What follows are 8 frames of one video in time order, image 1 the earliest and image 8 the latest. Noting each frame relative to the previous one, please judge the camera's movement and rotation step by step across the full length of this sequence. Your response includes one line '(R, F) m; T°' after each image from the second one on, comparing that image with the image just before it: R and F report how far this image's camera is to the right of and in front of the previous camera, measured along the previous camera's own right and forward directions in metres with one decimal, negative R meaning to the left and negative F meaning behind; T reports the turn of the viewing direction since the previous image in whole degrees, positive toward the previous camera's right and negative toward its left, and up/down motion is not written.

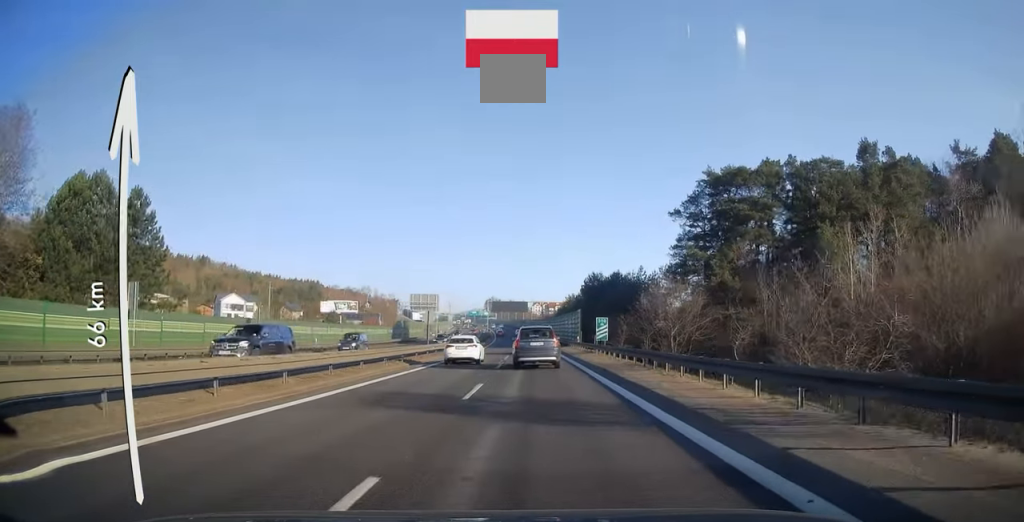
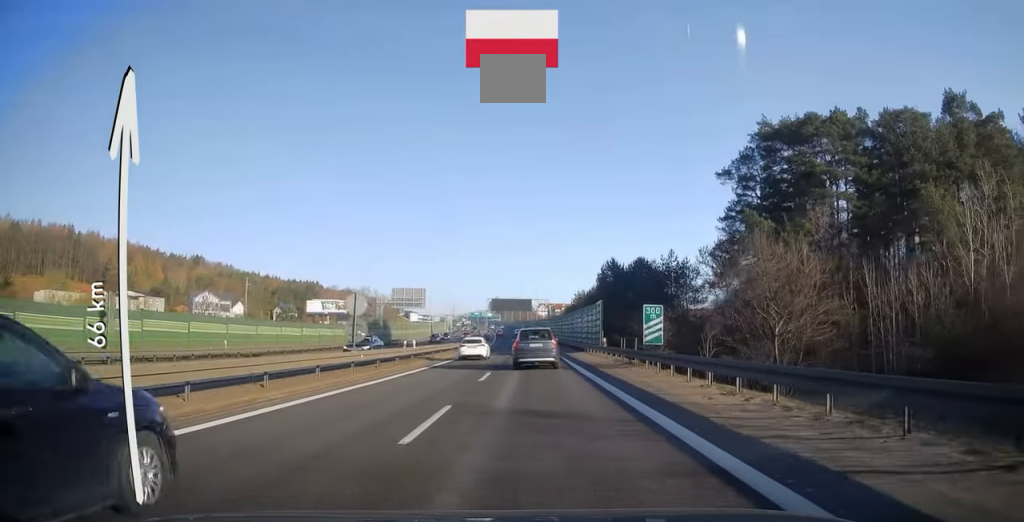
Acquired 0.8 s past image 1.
(+0.1, +17.1) m; 0°
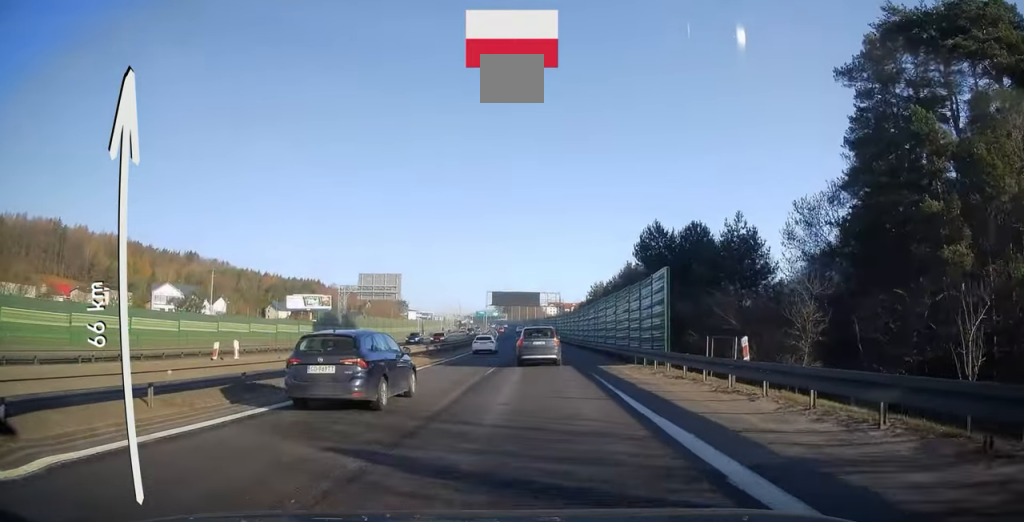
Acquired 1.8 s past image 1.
(-0.2, +21.3) m; -1°
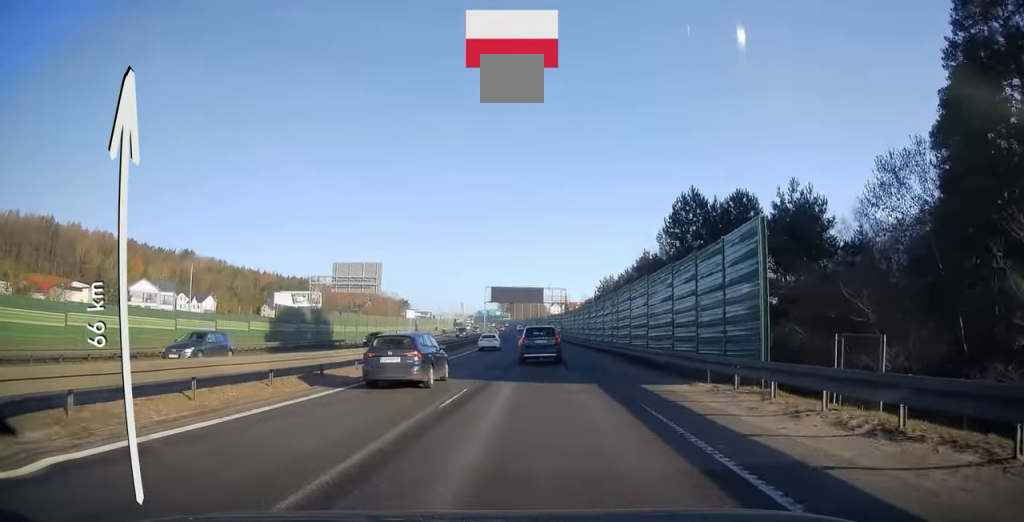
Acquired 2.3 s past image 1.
(-0.1, +10.3) m; 0°
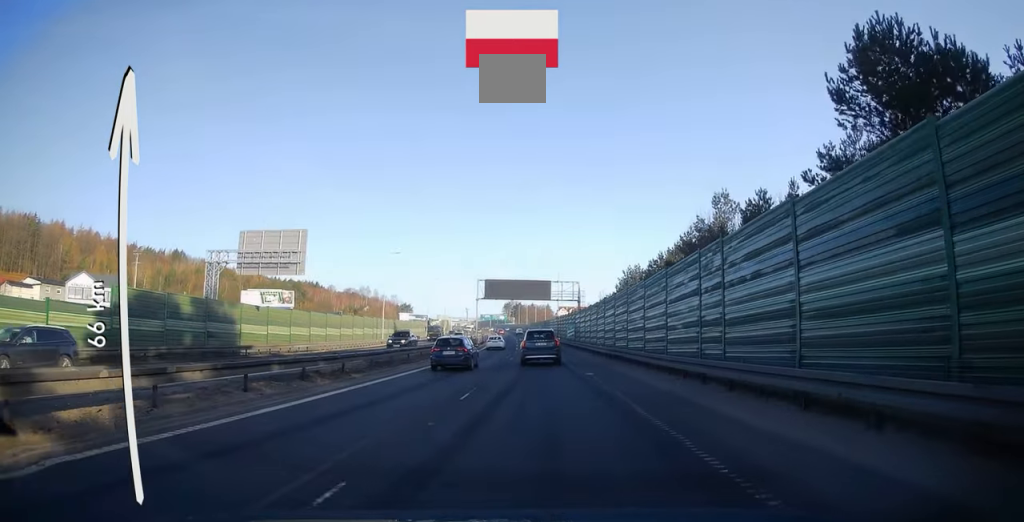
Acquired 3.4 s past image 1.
(-0.2, +21.4) m; -1°
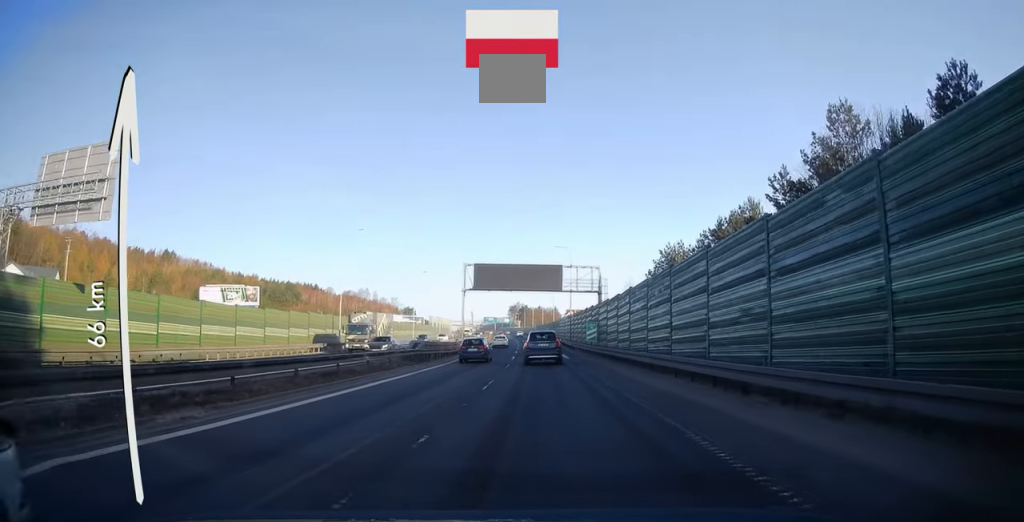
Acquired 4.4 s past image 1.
(-0.1, +20.6) m; -1°
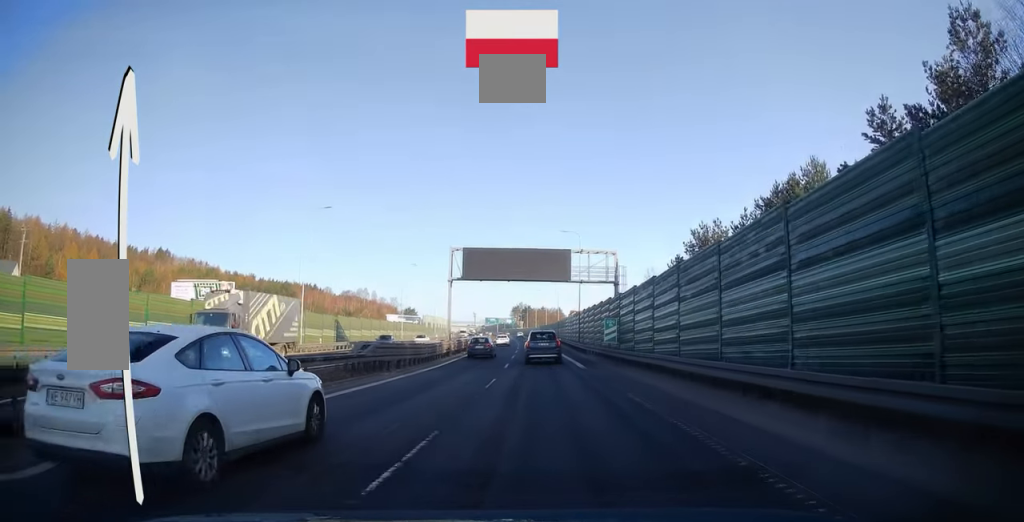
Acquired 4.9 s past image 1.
(0.0, +11.2) m; 0°
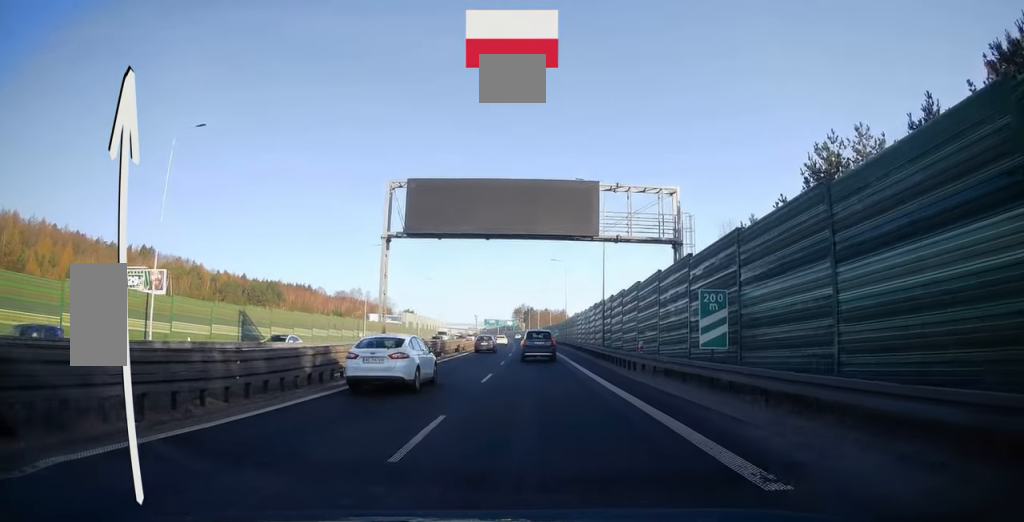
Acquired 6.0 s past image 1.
(-0.1, +22.0) m; 0°
